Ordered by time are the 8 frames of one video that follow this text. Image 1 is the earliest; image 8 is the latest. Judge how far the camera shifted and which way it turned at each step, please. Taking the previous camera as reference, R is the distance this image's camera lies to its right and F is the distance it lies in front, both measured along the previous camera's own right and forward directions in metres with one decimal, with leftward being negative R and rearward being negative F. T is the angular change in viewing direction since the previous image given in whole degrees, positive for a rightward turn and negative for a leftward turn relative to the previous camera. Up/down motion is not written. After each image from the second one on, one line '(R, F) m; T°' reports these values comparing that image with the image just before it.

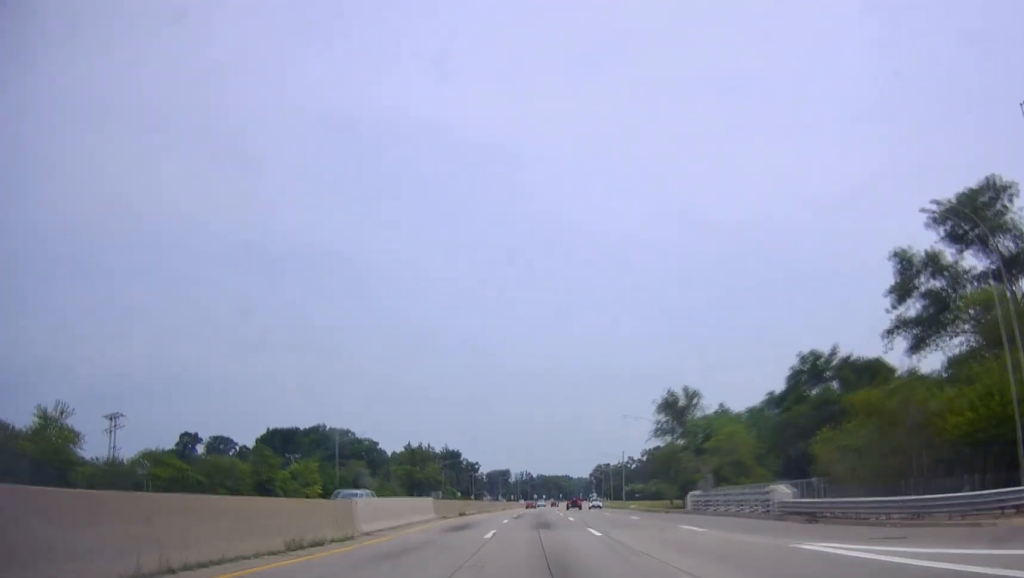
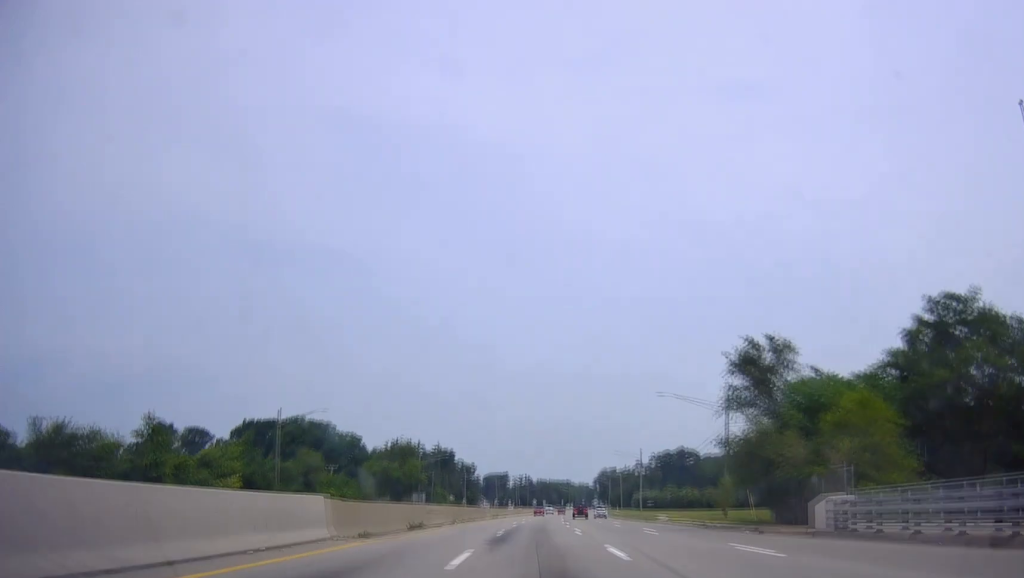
(-0.7, +21.5) m; -1°
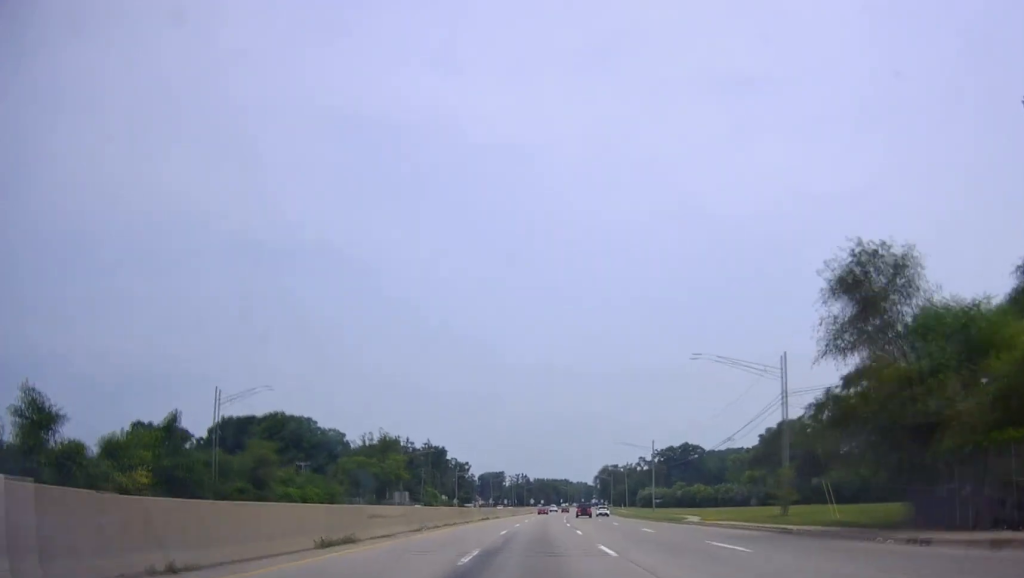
(+0.1, +13.9) m; +1°
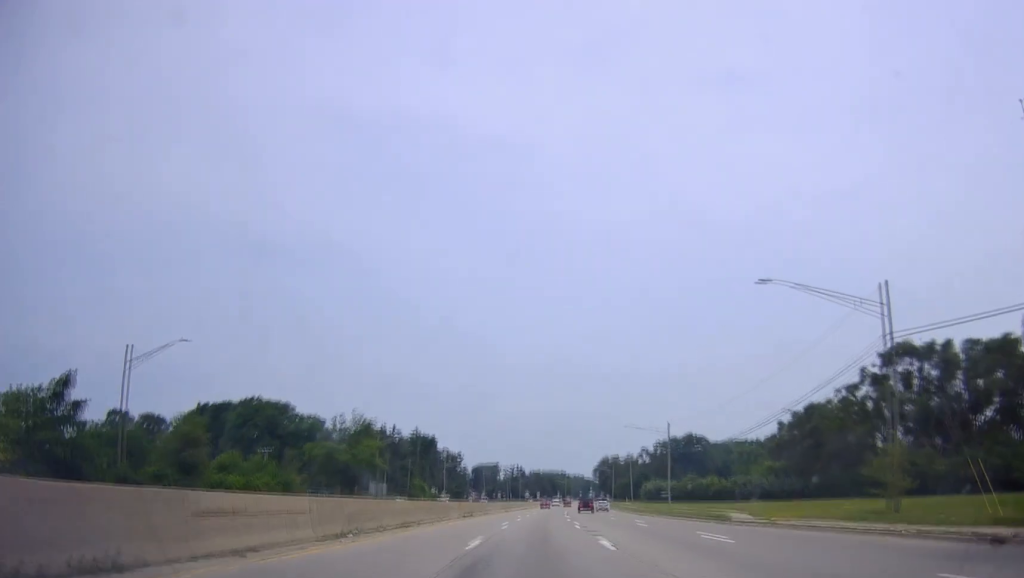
(+0.2, +13.9) m; 0°
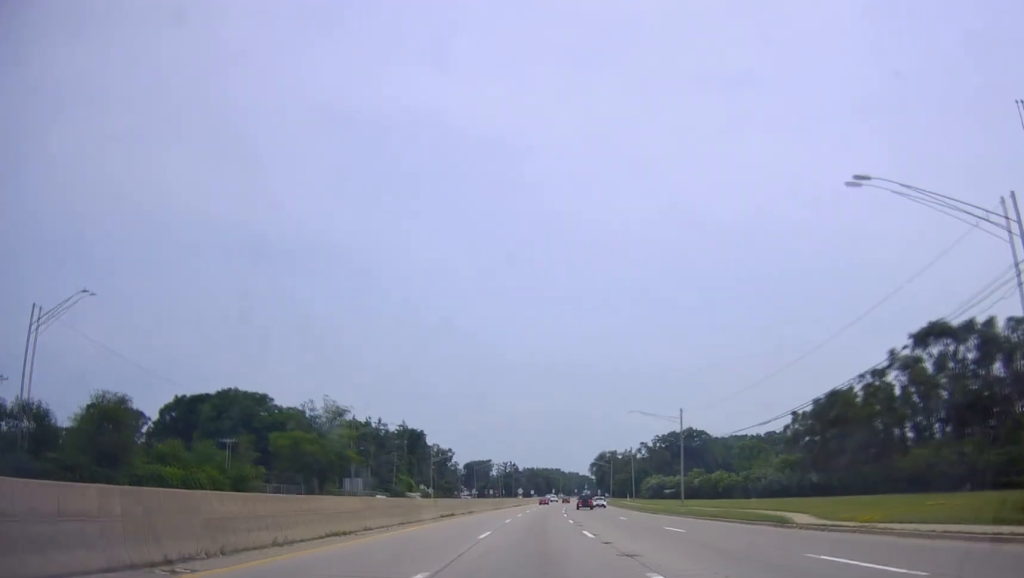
(0.0, +10.4) m; 0°
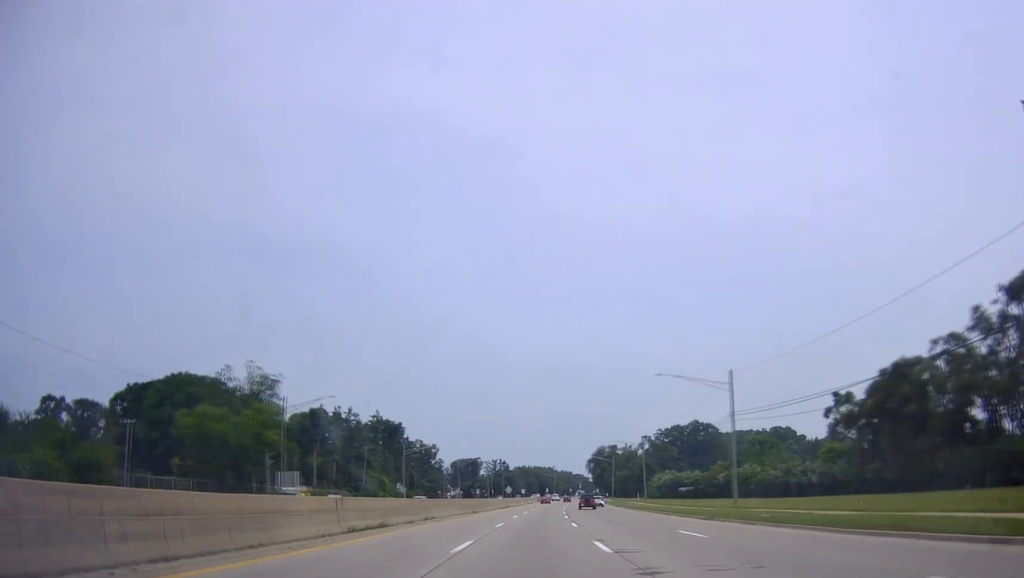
(-0.1, +21.6) m; +1°
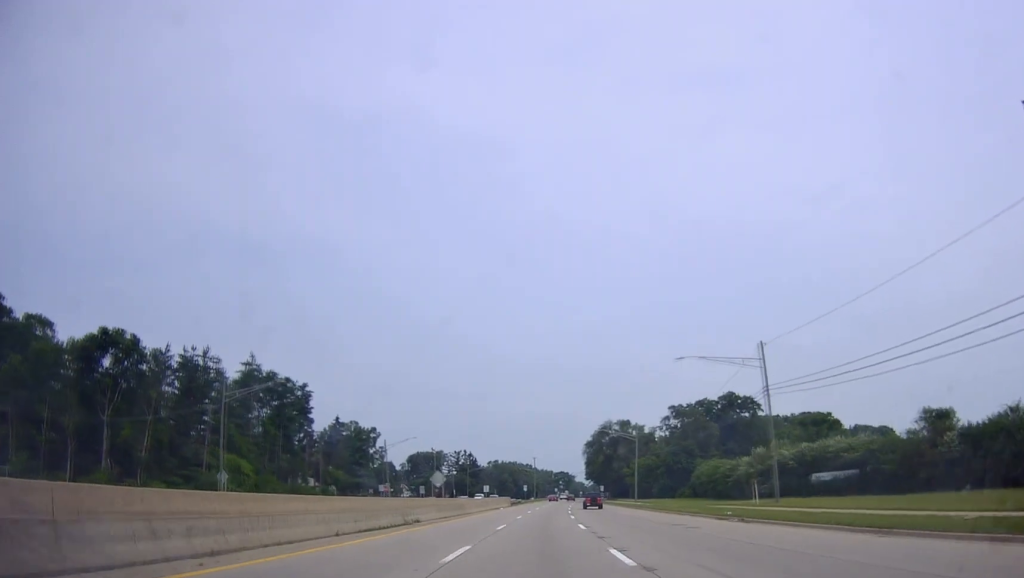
(+0.6, +64.1) m; +3°
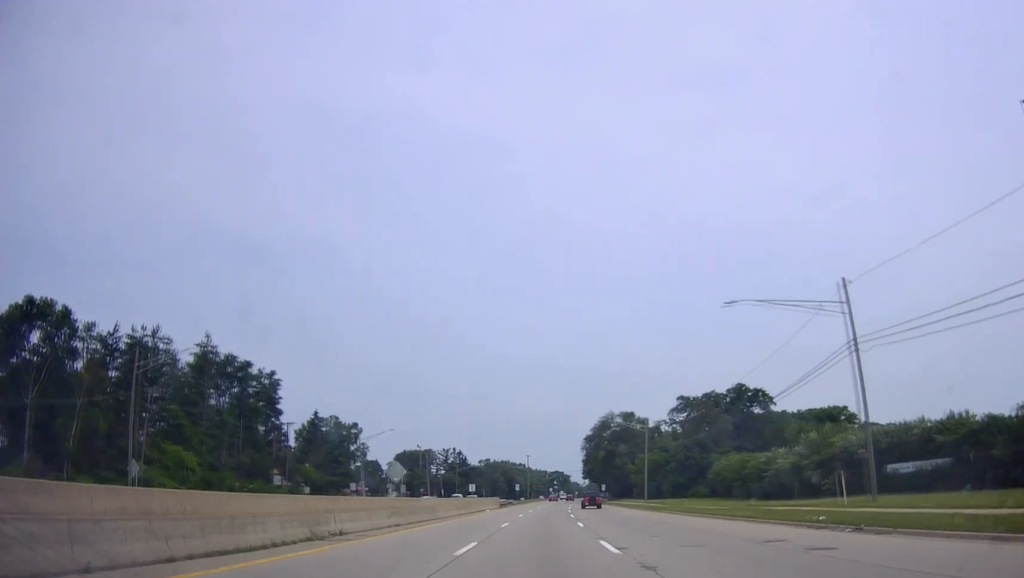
(+0.3, +13.3) m; -1°
